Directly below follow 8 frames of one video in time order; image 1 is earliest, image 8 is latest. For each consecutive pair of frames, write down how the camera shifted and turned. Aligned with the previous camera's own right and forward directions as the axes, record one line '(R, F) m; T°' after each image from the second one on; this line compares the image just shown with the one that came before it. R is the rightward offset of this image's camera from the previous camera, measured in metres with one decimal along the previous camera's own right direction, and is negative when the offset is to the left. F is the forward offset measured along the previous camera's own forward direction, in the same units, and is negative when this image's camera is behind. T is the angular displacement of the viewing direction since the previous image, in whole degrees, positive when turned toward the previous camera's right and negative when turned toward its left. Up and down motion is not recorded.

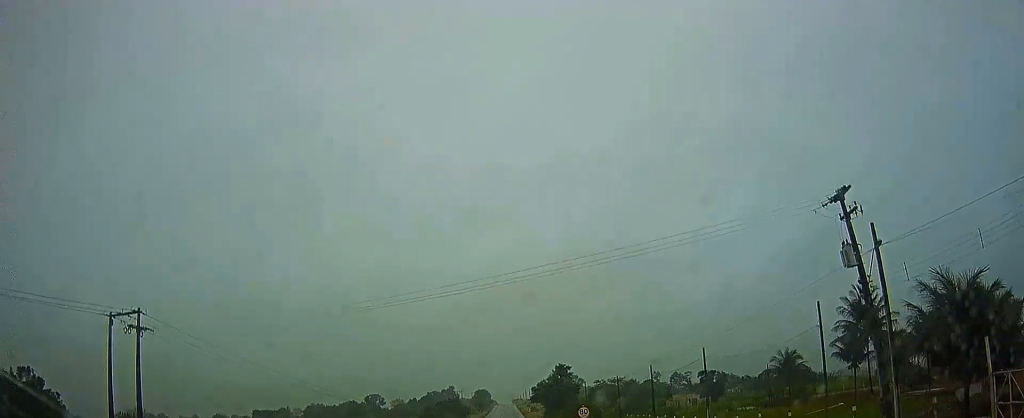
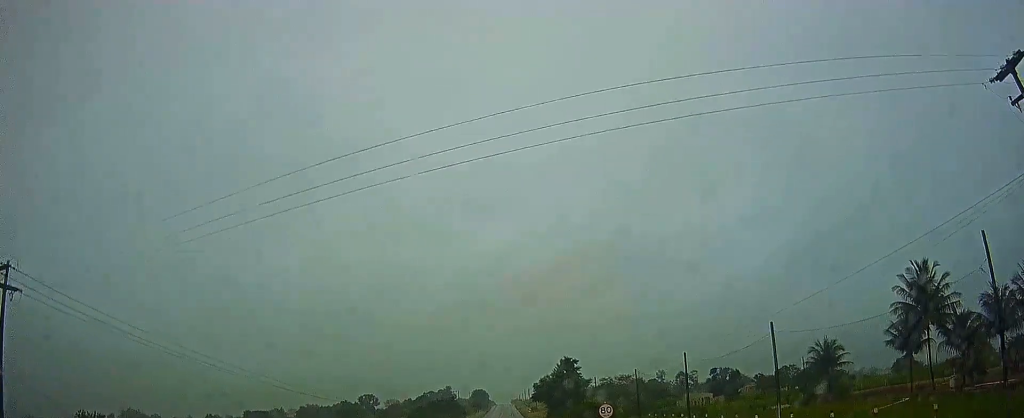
(+0.1, +10.9) m; 0°
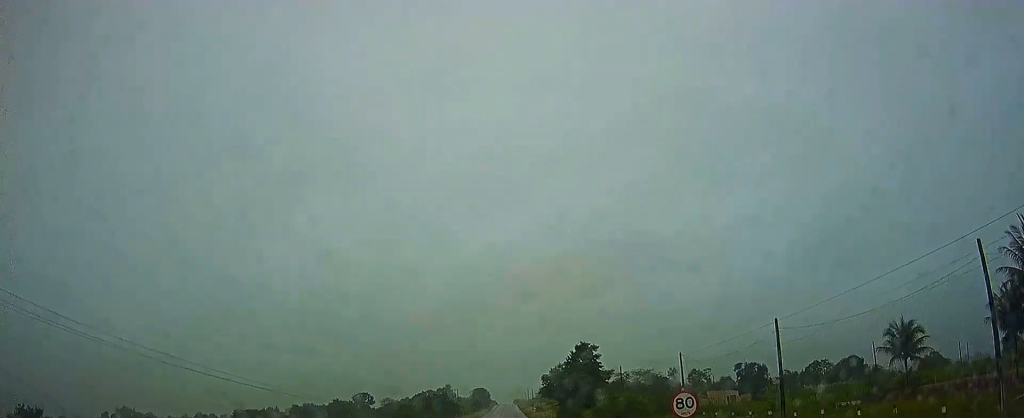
(-0.1, +14.7) m; -1°
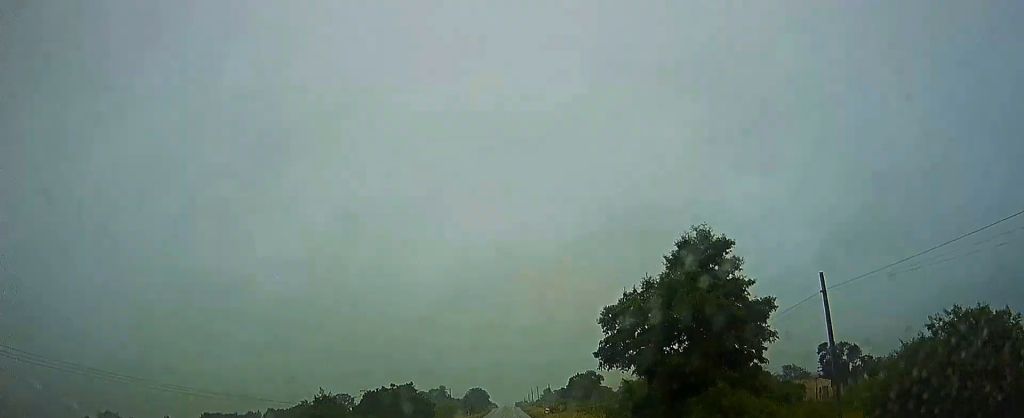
(+0.3, +37.7) m; 0°
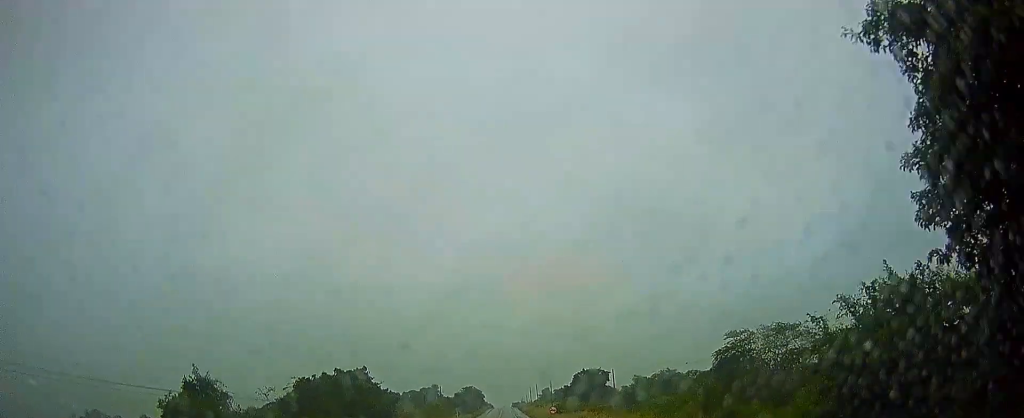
(-0.3, +19.7) m; -1°
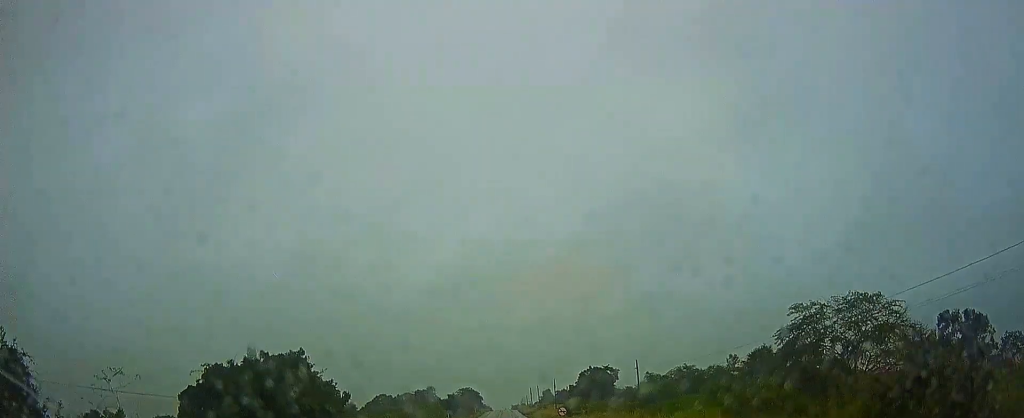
(+0.1, +13.7) m; 0°
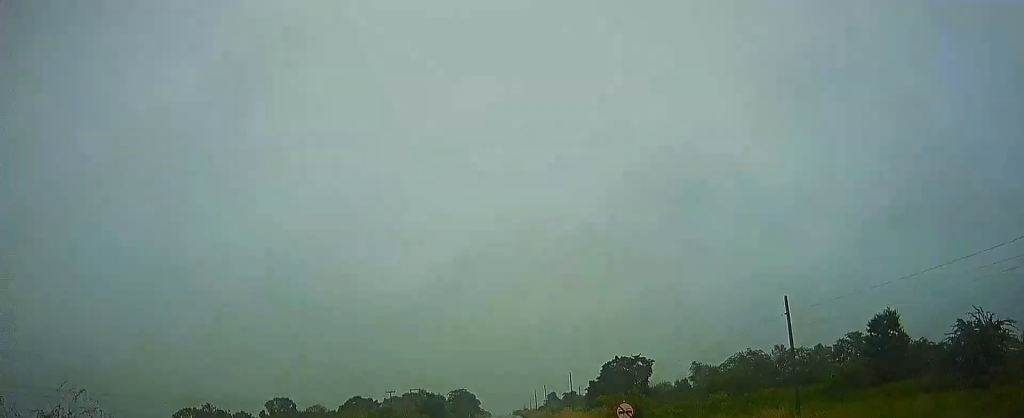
(+0.1, +32.9) m; +1°
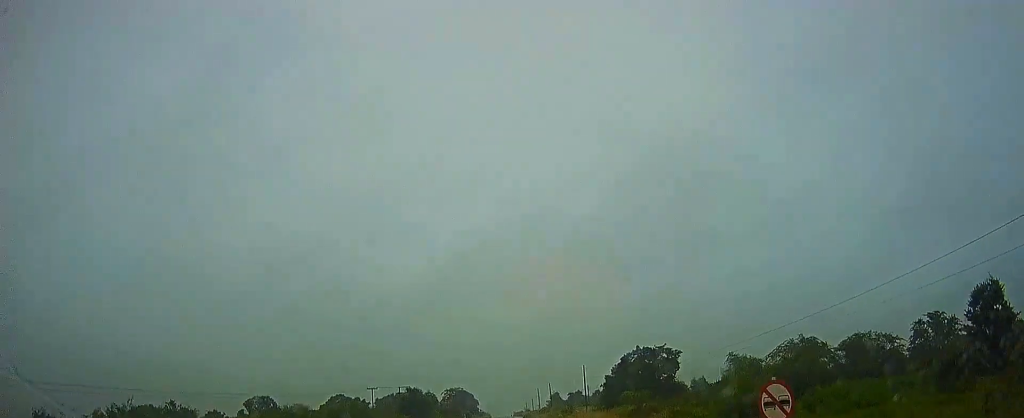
(+0.1, +16.8) m; 0°
